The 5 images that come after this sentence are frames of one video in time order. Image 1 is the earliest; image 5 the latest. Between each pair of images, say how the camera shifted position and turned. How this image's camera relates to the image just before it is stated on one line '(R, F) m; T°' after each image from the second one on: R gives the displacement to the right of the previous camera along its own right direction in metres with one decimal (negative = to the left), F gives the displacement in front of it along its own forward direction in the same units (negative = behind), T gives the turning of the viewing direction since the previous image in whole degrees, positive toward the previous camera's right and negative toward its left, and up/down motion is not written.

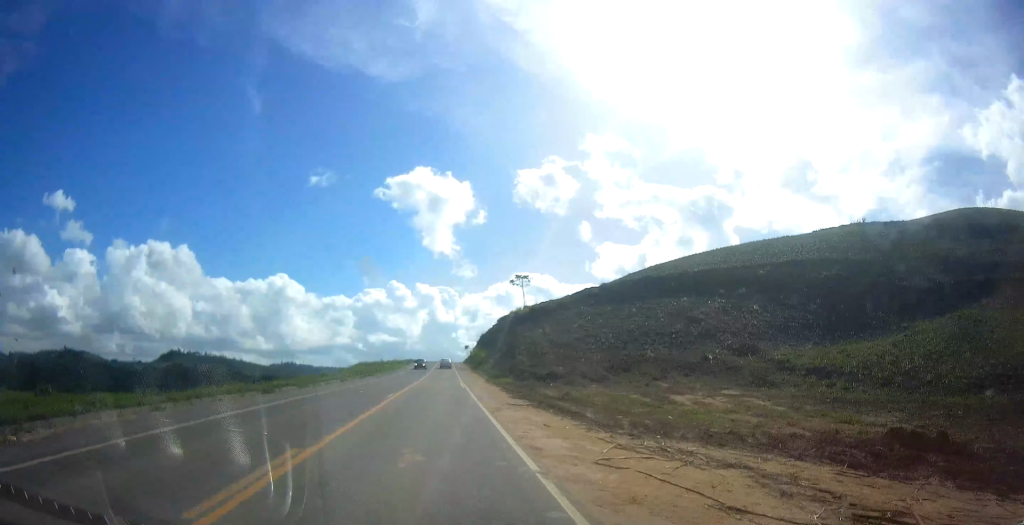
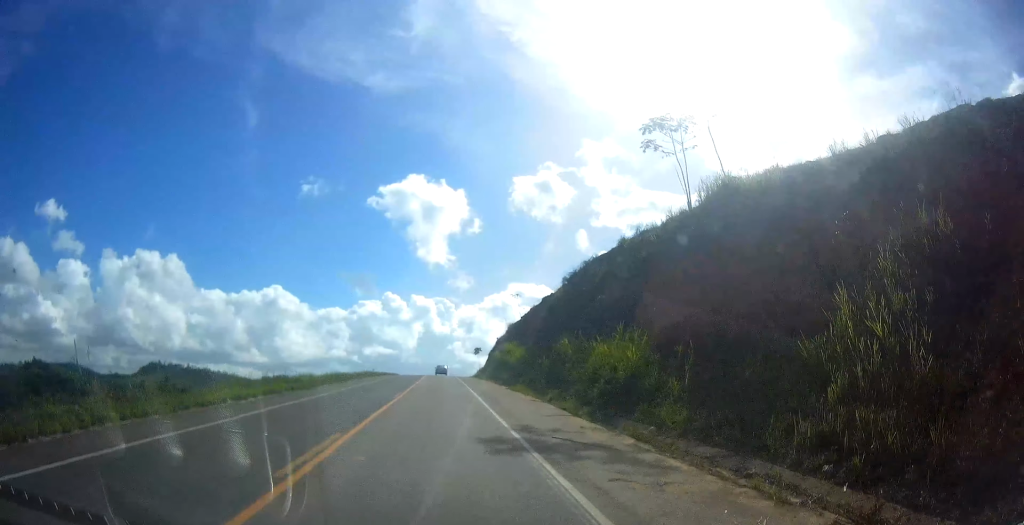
(-0.5, +81.3) m; -1°
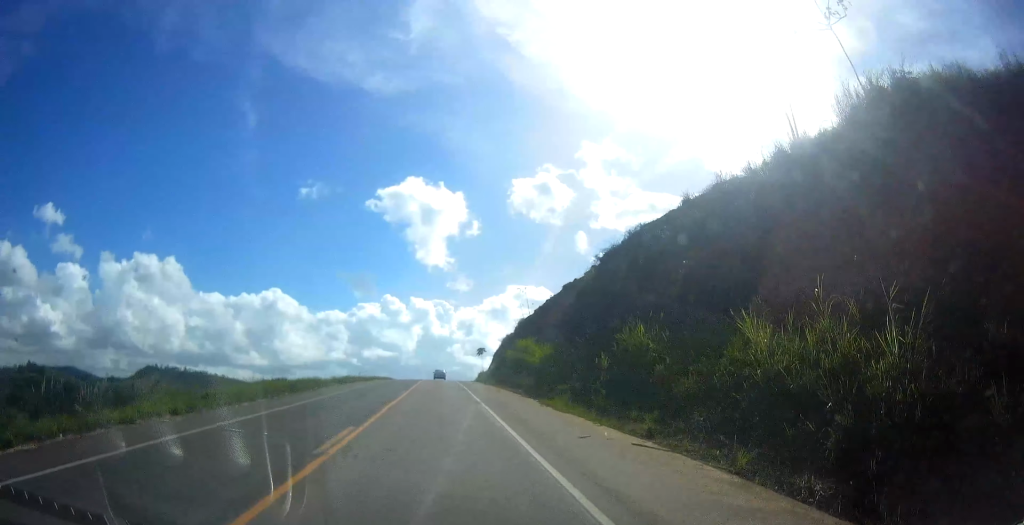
(+0.3, +13.3) m; 0°
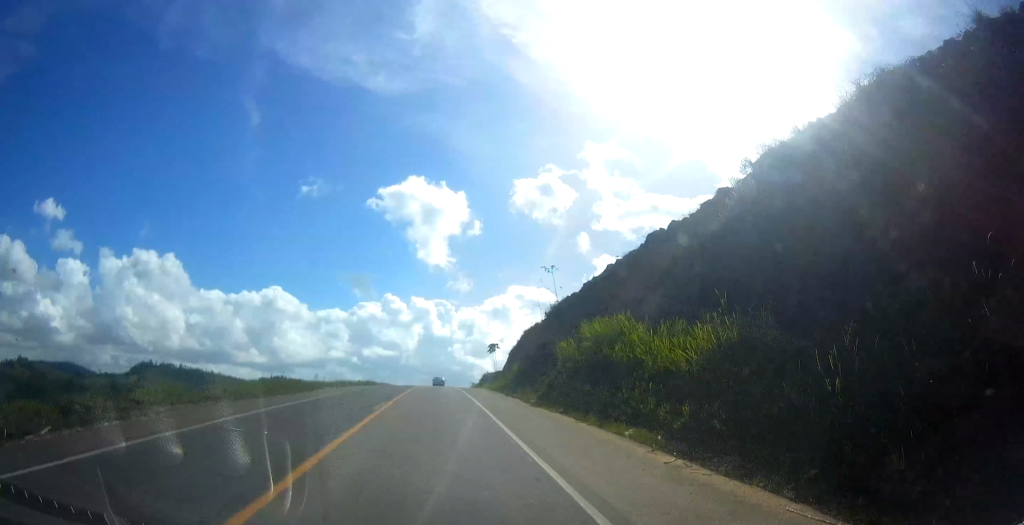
(-0.2, +25.6) m; 0°
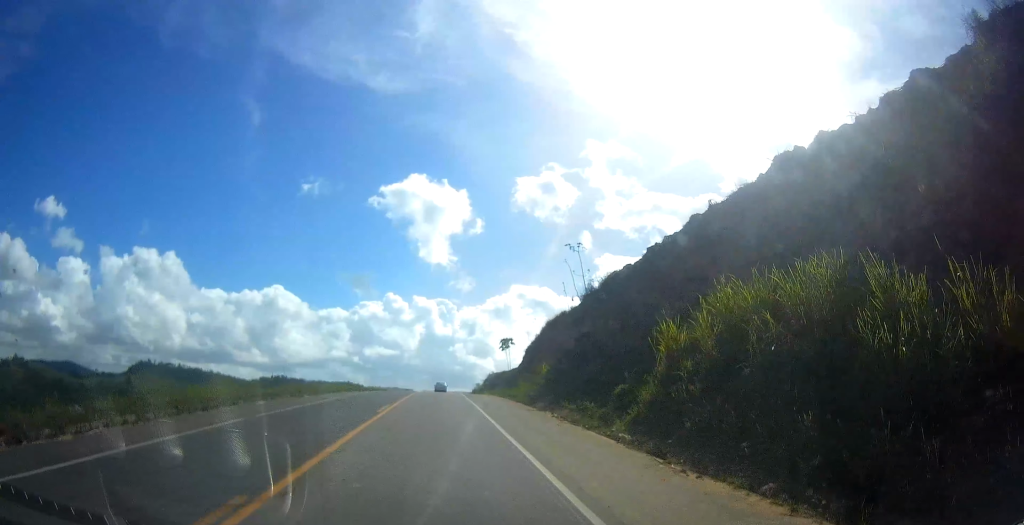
(+0.1, +15.5) m; 0°
